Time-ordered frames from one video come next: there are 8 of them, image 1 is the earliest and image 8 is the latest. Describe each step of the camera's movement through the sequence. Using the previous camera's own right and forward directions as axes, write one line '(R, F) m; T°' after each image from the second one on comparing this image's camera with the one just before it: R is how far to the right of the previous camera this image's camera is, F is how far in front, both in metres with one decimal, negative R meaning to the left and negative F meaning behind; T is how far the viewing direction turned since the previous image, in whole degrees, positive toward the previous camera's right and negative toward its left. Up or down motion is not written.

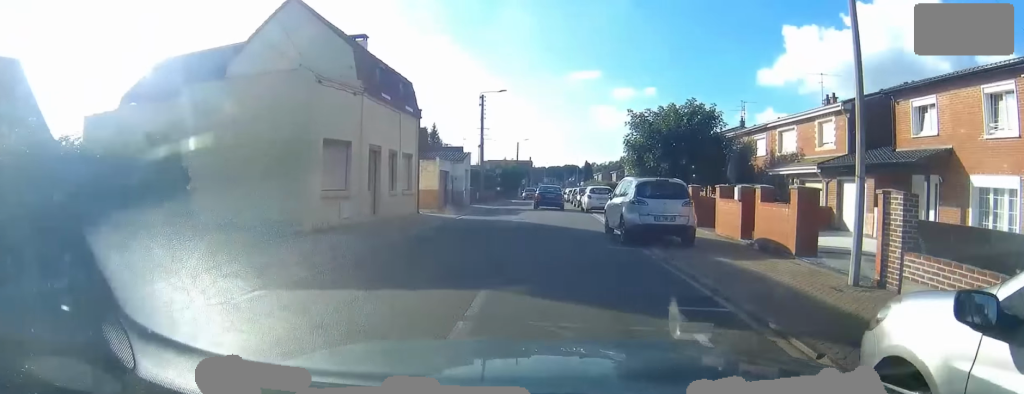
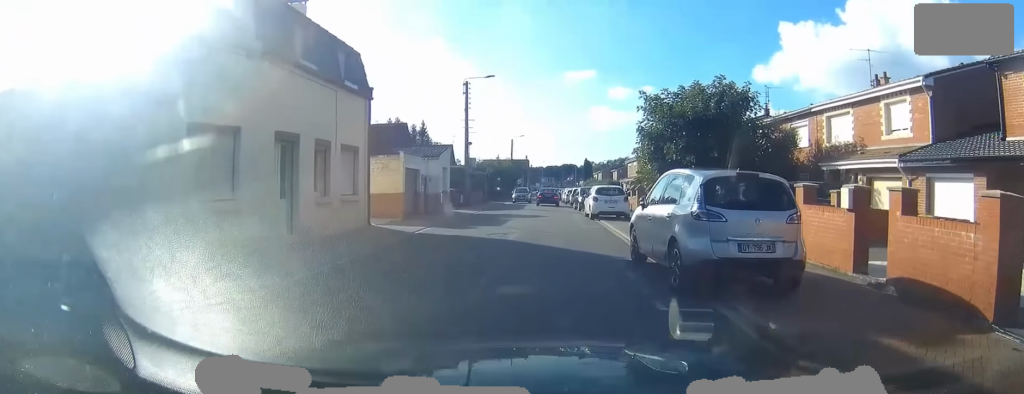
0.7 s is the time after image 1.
(0.0, +5.9) m; -1°
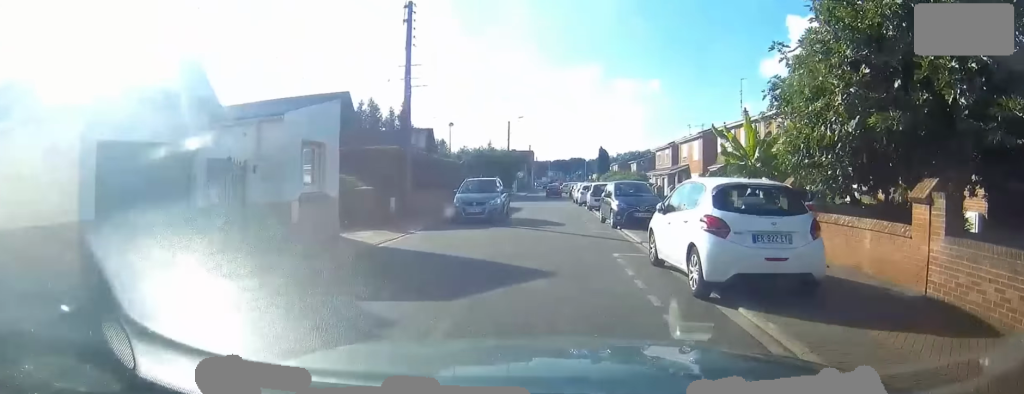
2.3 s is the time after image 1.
(-0.3, +15.2) m; -1°
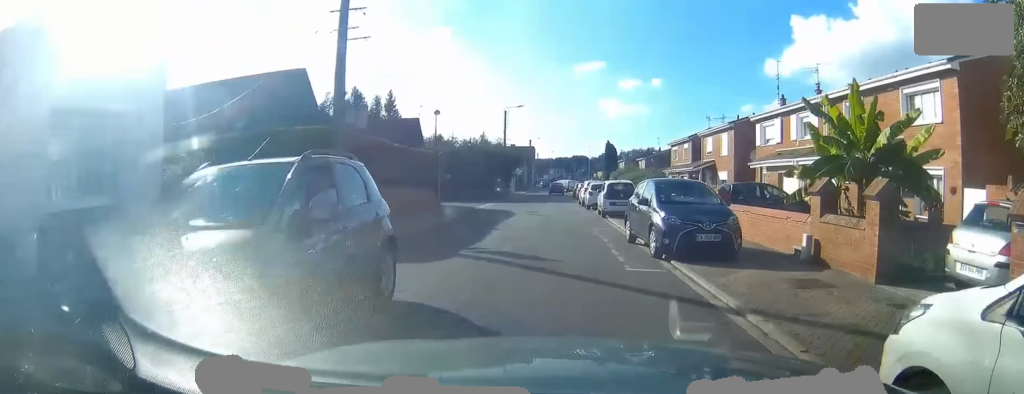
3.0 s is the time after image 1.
(0.0, +7.0) m; +2°
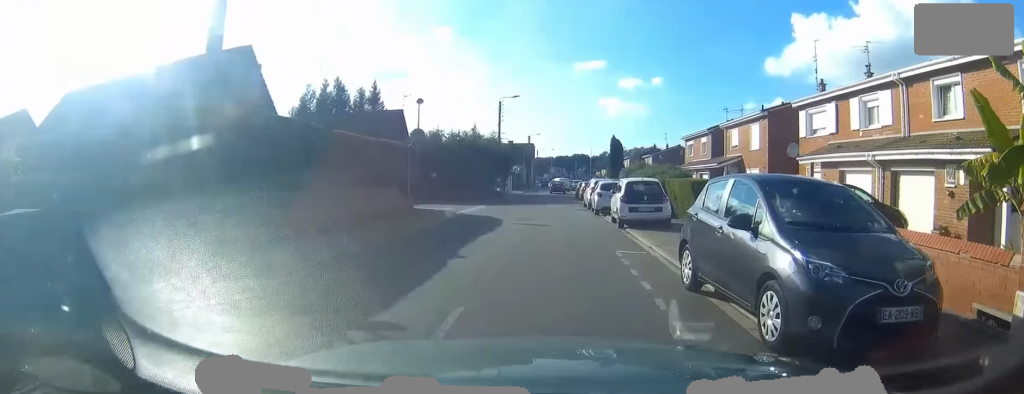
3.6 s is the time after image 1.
(+0.2, +6.1) m; -1°
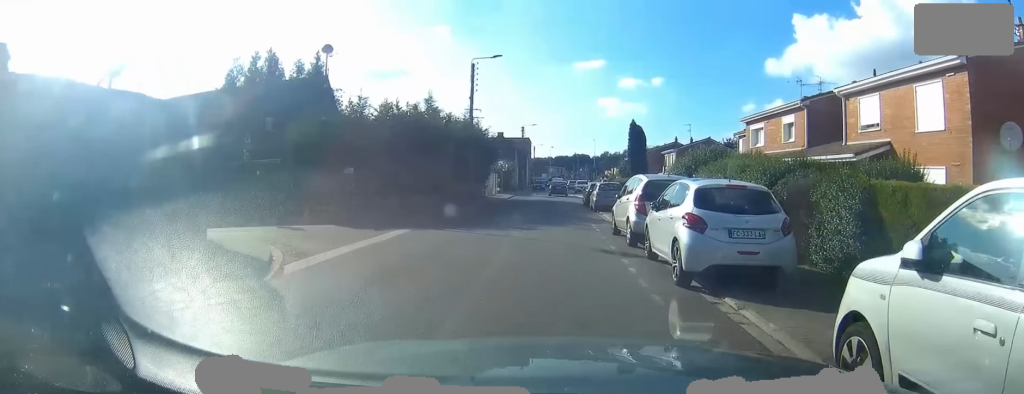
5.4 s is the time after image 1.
(-0.5, +17.0) m; -1°
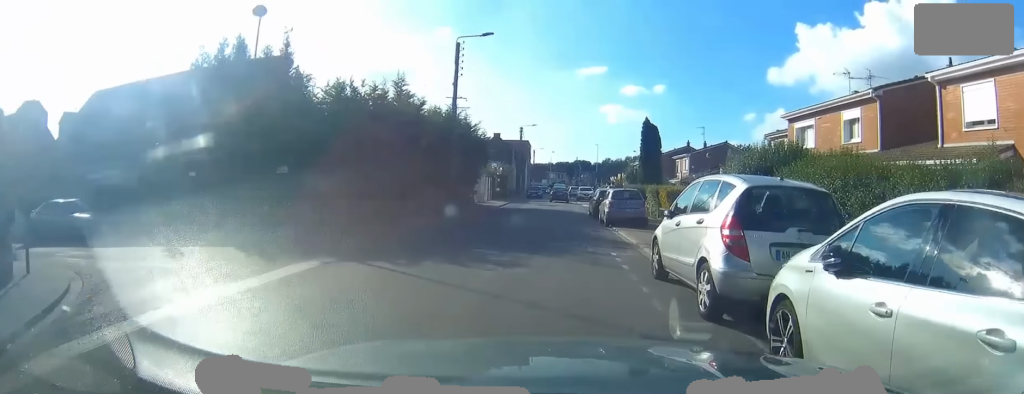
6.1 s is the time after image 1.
(+0.2, +6.2) m; +2°
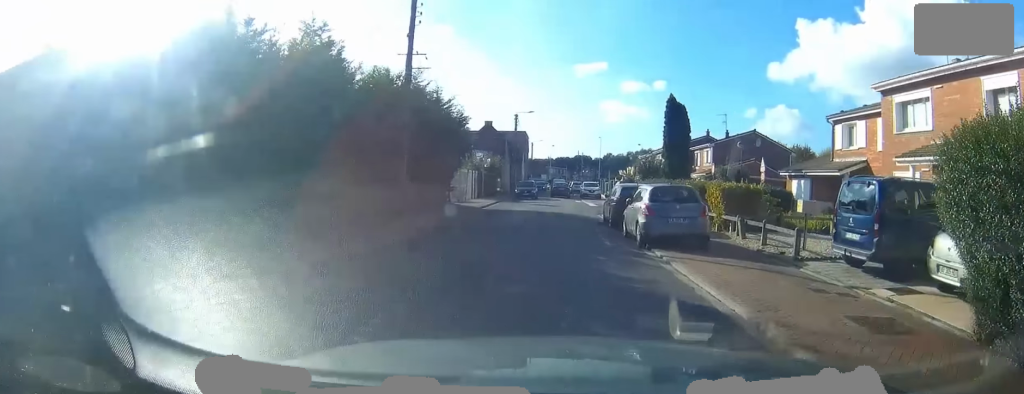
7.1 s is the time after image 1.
(-0.1, +8.2) m; 0°
